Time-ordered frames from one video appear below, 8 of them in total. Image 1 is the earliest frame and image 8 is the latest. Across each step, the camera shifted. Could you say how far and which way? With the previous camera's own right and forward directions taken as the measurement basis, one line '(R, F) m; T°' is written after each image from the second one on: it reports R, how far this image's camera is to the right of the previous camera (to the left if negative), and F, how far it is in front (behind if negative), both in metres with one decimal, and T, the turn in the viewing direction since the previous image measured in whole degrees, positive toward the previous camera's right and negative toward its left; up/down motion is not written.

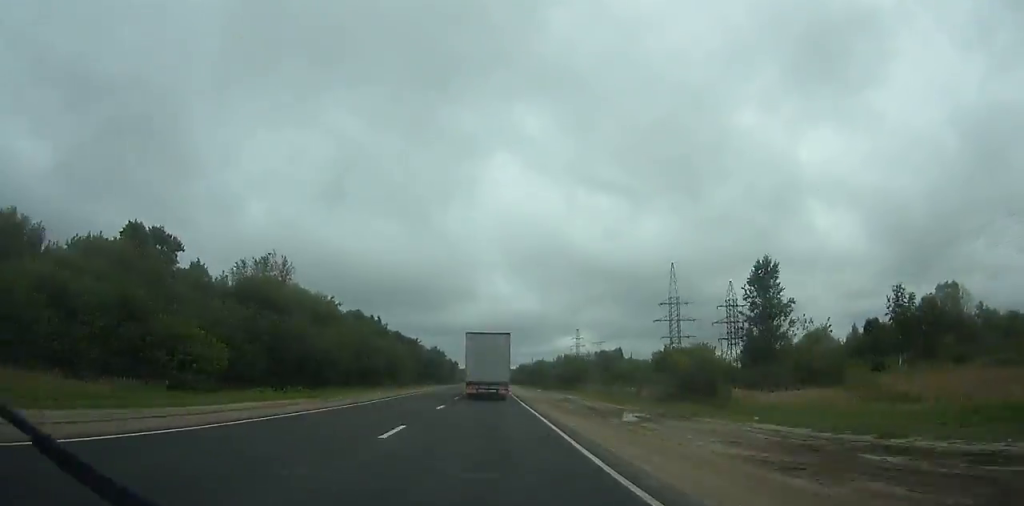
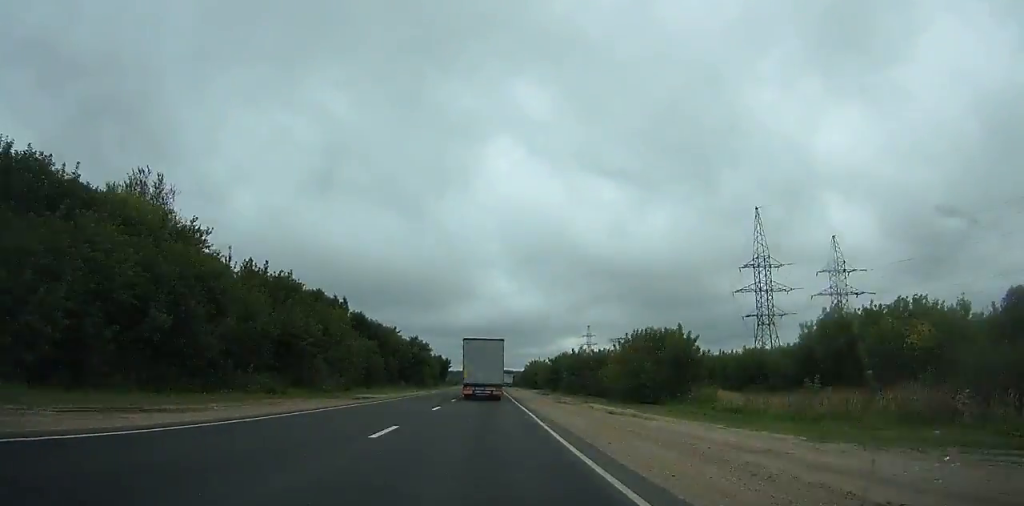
(+0.2, +47.6) m; 0°
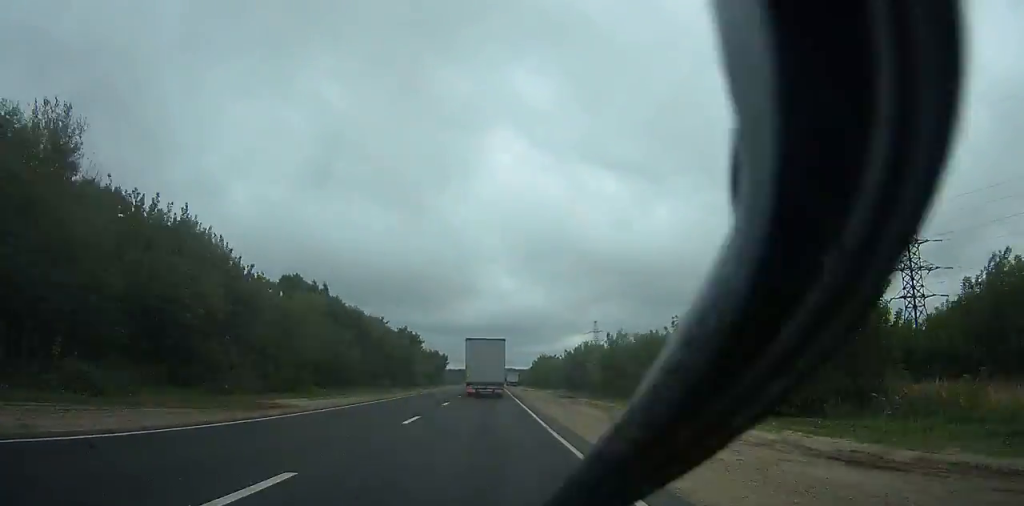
(0.0, +19.4) m; 0°
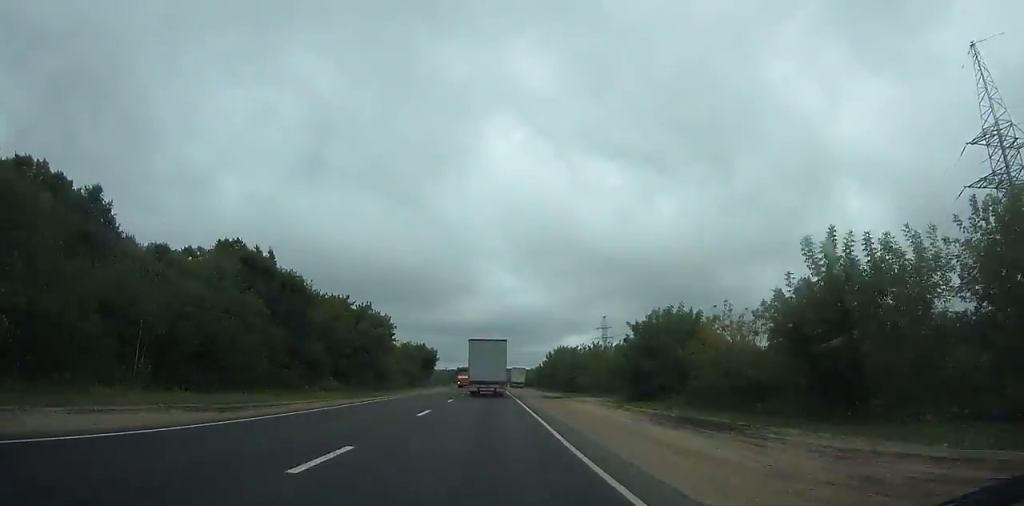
(0.0, +32.6) m; 0°
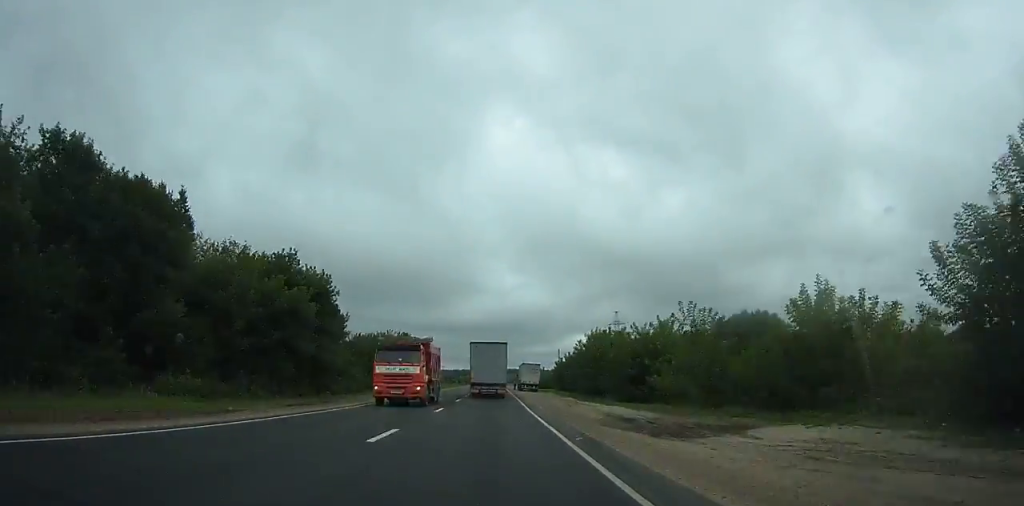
(+0.1, +31.6) m; 0°
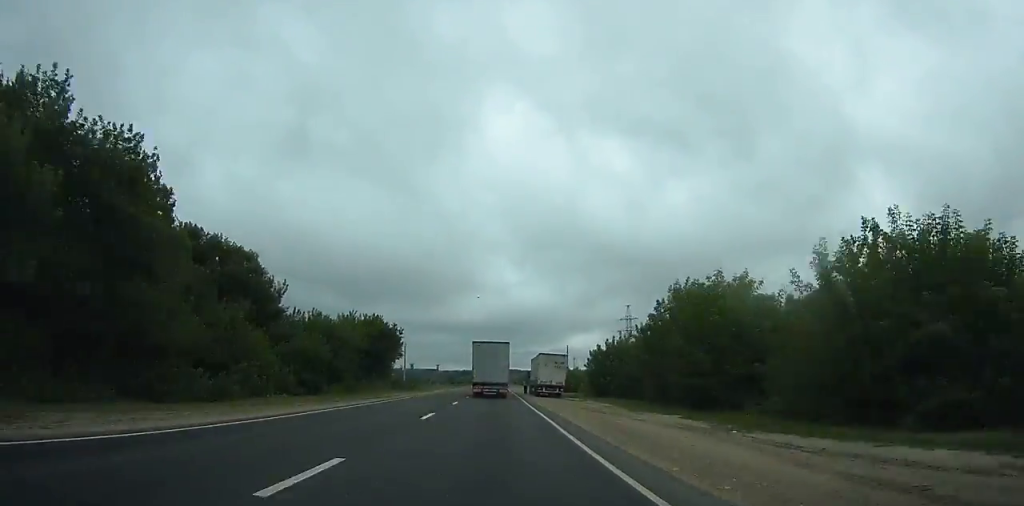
(0.0, +29.2) m; 0°
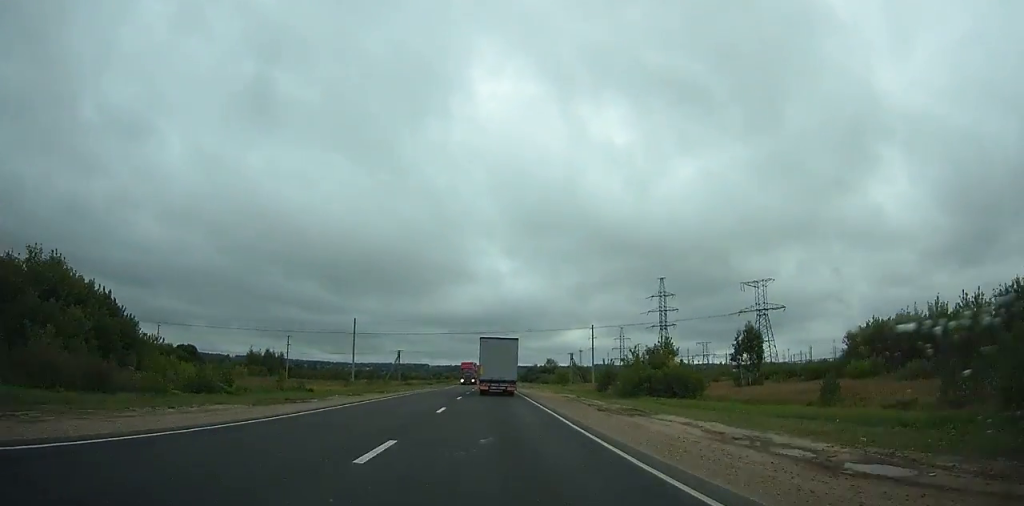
(-0.2, +80.7) m; 0°
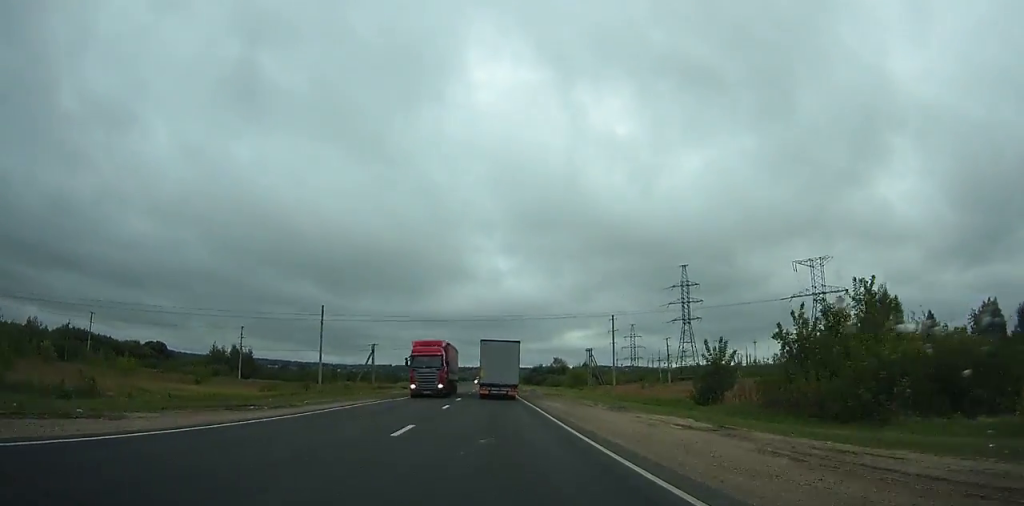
(+0.1, +31.2) m; 0°
